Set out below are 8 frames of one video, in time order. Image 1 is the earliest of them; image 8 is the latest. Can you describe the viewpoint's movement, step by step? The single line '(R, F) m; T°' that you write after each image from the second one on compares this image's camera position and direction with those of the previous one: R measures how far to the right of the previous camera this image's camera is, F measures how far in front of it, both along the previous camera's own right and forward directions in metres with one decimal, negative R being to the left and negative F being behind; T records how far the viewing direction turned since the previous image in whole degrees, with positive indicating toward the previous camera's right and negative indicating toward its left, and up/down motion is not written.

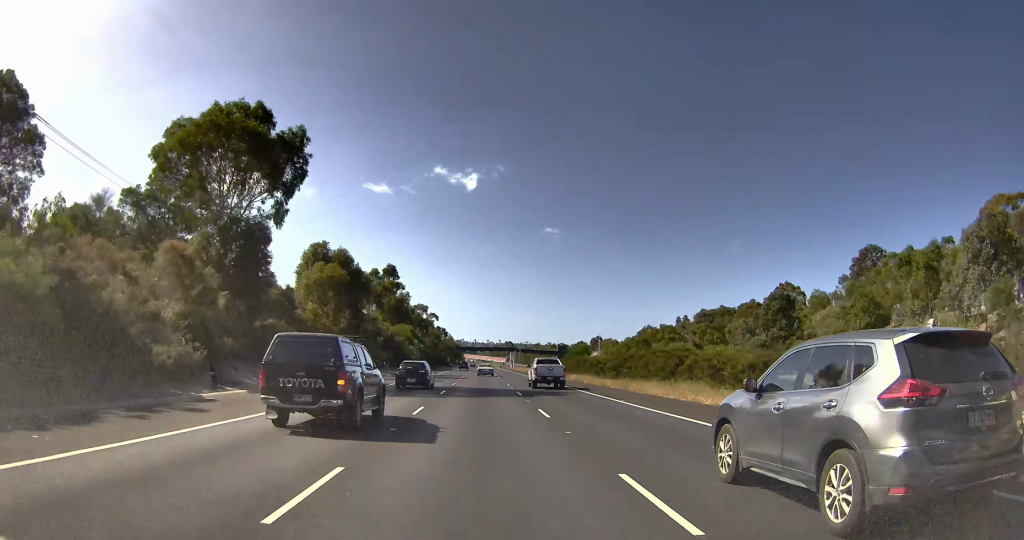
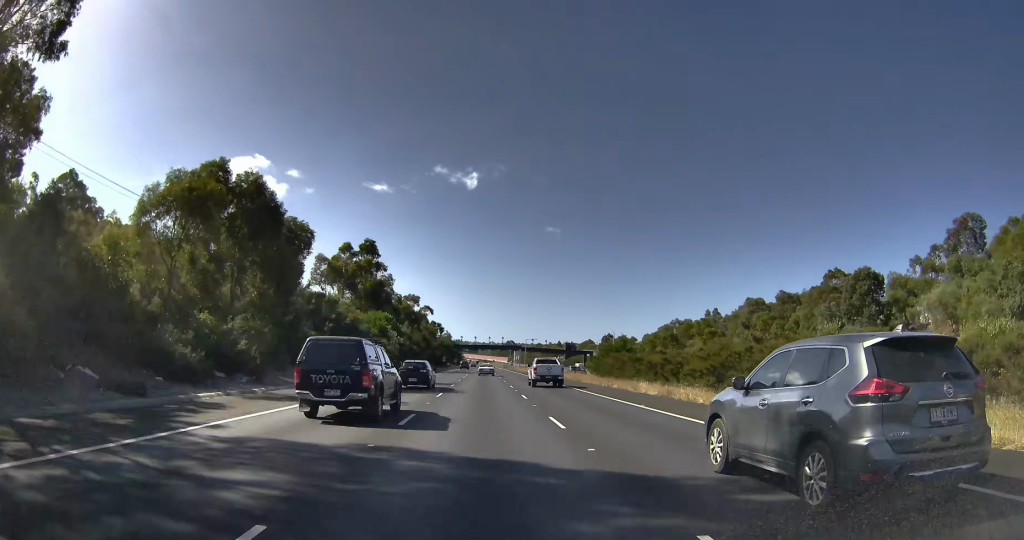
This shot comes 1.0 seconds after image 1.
(+0.1, +25.1) m; +1°
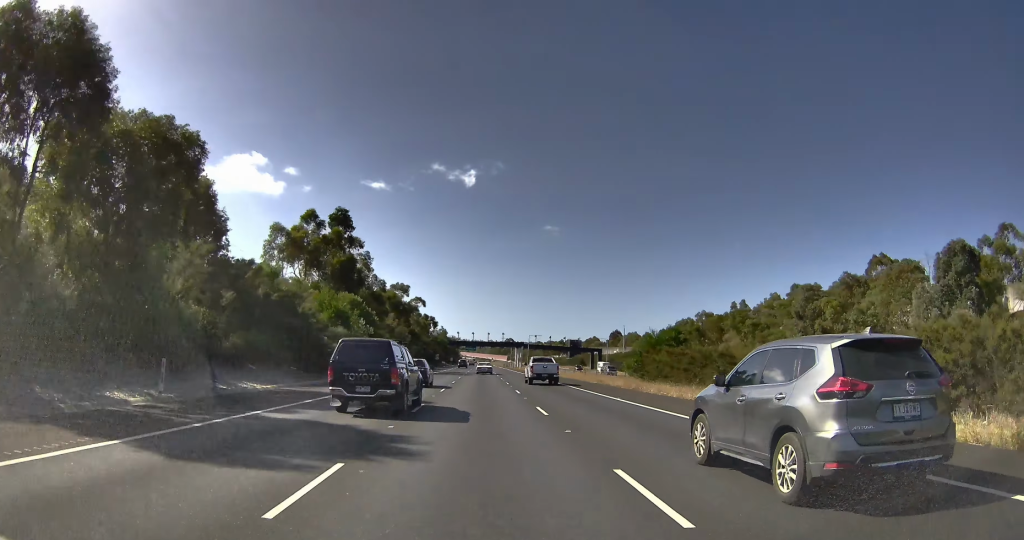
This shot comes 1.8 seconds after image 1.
(+0.1, +20.4) m; 0°
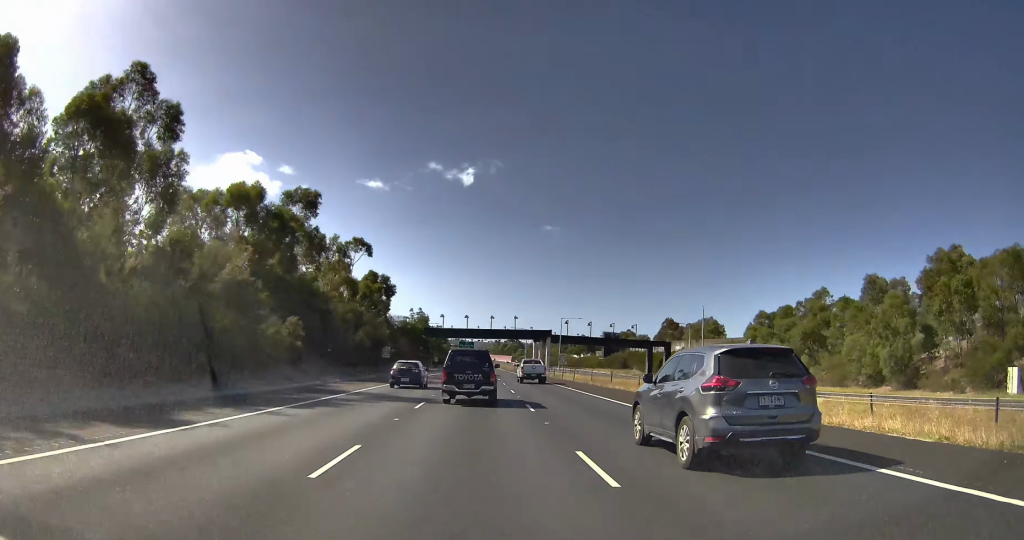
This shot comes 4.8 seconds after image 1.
(-0.4, +92.5) m; -1°
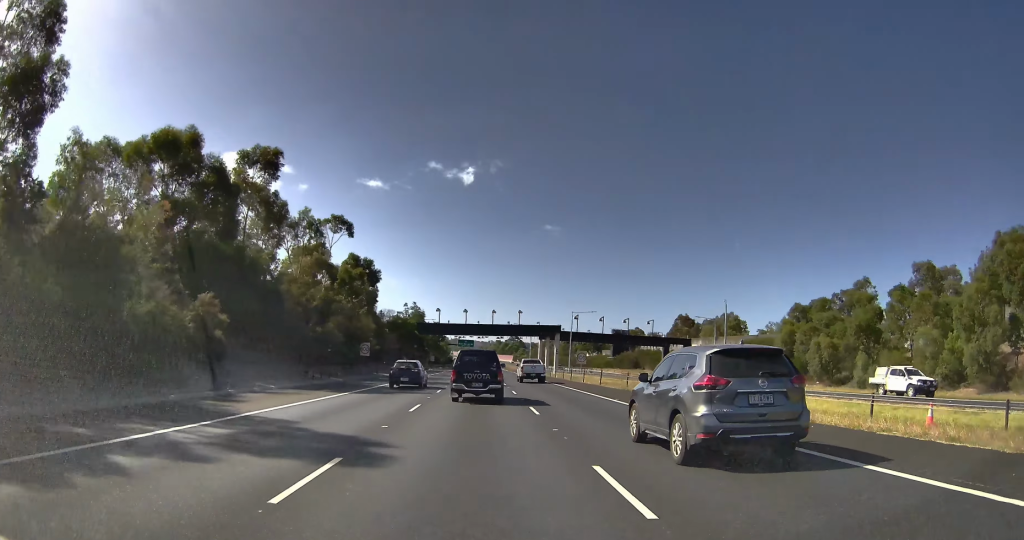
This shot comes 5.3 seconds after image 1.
(-0.1, +17.4) m; 0°
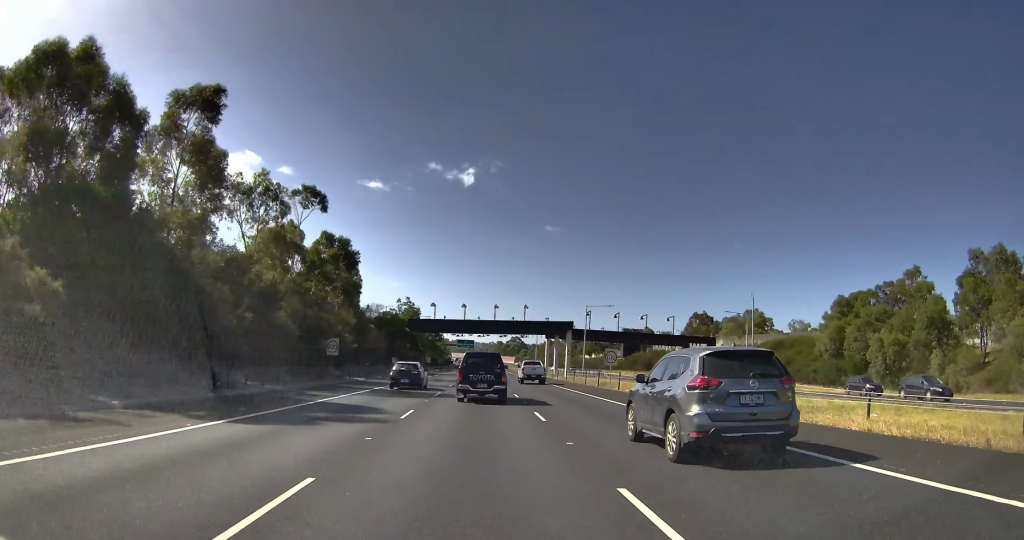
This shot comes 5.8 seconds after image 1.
(0.0, +17.5) m; 0°
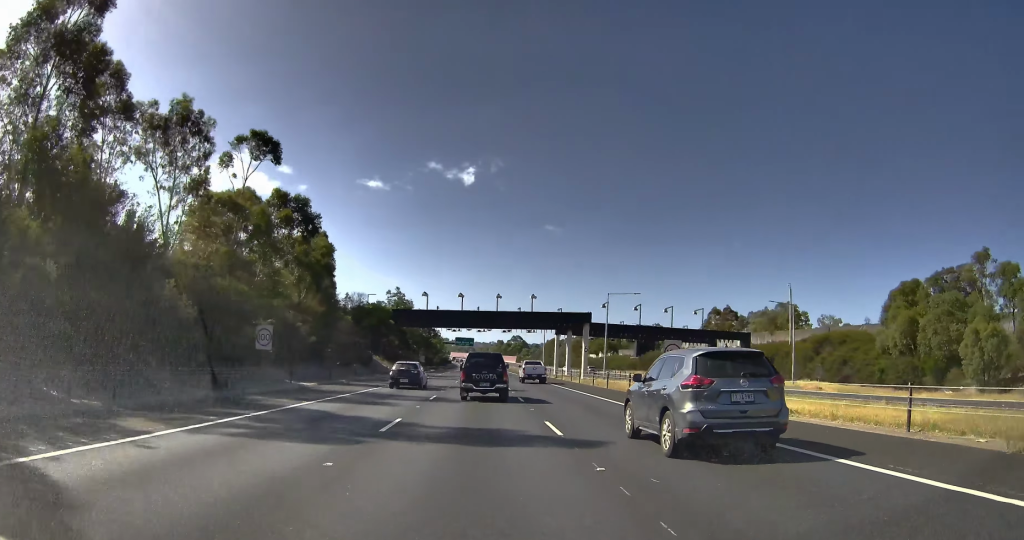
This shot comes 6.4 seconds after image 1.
(-0.1, +19.9) m; 0°
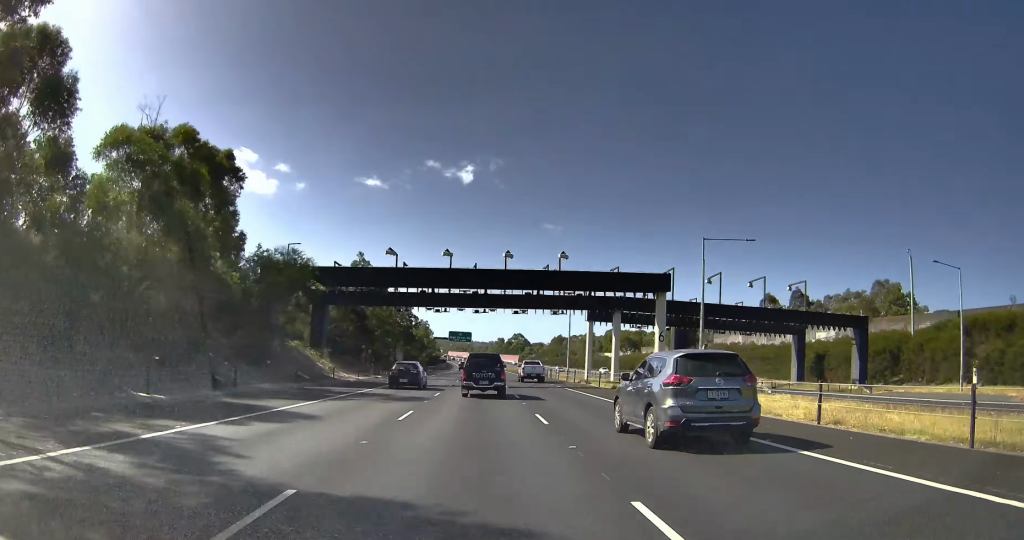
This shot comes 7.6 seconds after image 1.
(+0.3, +39.7) m; 0°
